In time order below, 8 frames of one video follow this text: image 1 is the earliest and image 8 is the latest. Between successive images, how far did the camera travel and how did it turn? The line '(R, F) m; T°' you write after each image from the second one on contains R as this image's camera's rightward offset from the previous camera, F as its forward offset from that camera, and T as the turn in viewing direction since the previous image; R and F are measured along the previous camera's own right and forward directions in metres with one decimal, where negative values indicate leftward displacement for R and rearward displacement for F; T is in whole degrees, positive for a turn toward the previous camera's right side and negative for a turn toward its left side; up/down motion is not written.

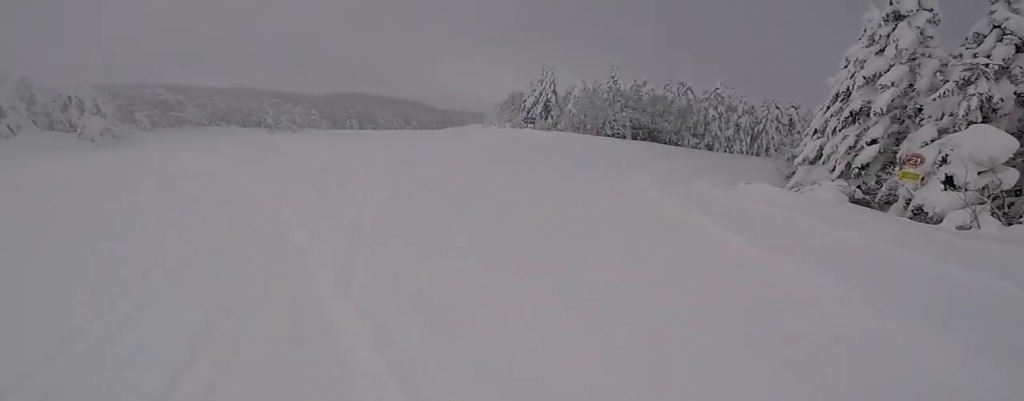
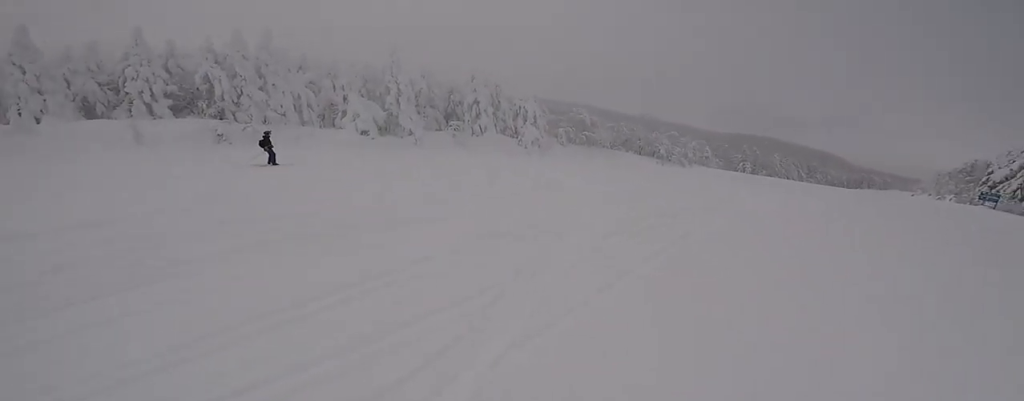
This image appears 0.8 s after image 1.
(-0.6, +1.9) m; -15°
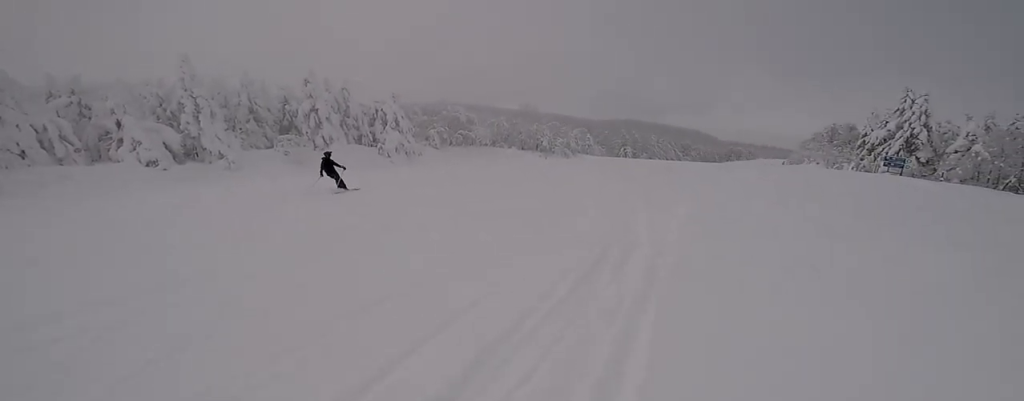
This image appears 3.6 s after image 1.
(+0.4, +9.5) m; -16°
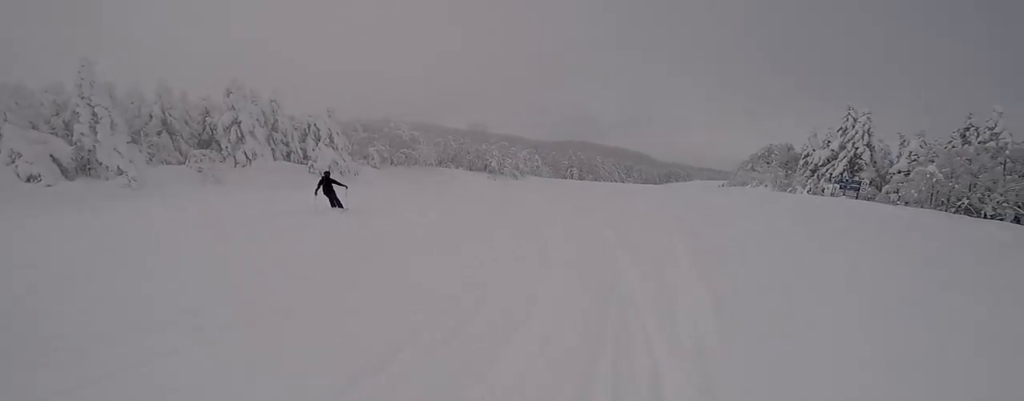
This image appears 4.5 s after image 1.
(-0.3, +4.0) m; +6°
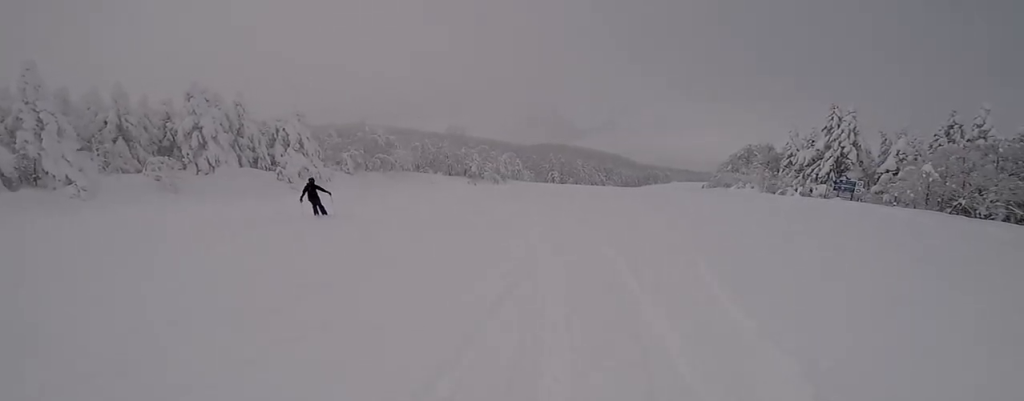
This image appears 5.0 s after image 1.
(+0.4, +2.4) m; +1°
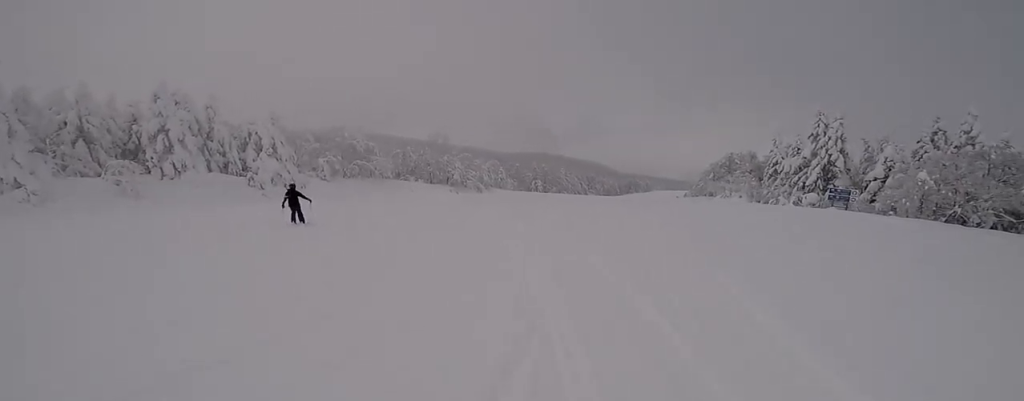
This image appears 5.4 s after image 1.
(+0.3, +2.0) m; +1°
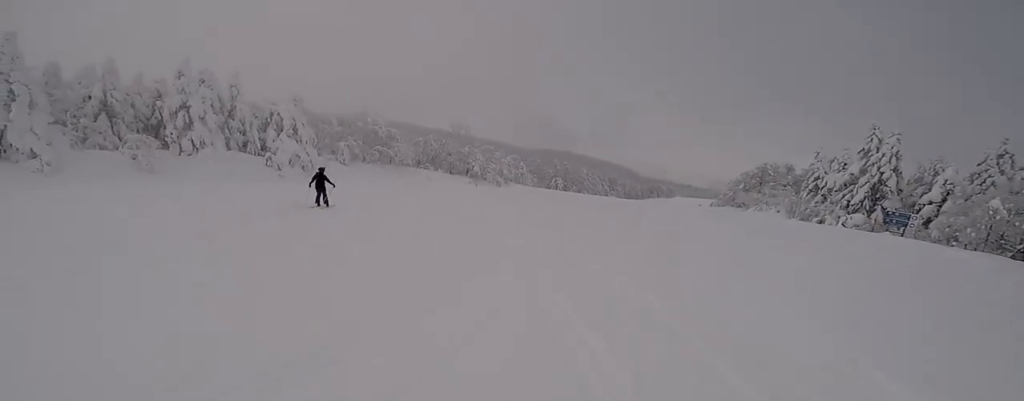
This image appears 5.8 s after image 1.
(-0.2, +2.2) m; +1°
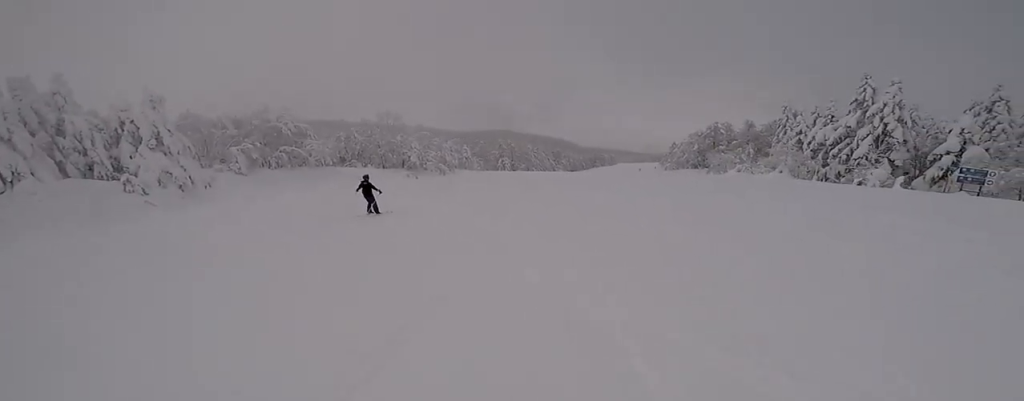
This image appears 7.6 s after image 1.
(+0.6, +10.0) m; +13°
